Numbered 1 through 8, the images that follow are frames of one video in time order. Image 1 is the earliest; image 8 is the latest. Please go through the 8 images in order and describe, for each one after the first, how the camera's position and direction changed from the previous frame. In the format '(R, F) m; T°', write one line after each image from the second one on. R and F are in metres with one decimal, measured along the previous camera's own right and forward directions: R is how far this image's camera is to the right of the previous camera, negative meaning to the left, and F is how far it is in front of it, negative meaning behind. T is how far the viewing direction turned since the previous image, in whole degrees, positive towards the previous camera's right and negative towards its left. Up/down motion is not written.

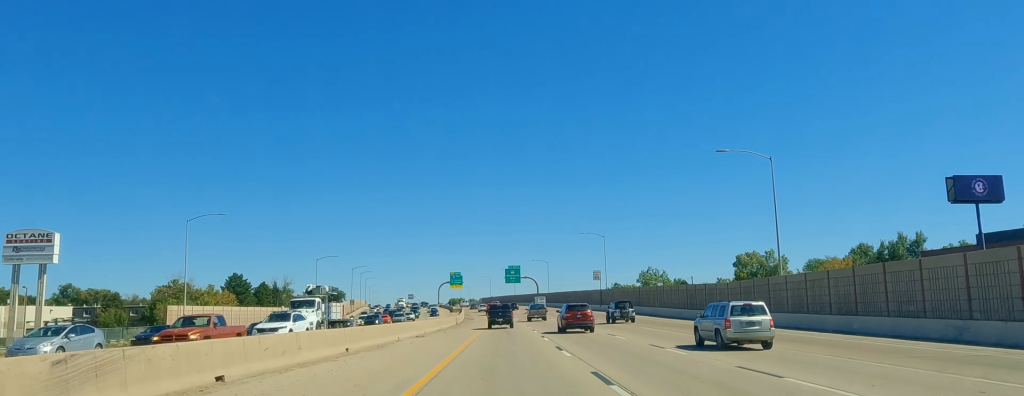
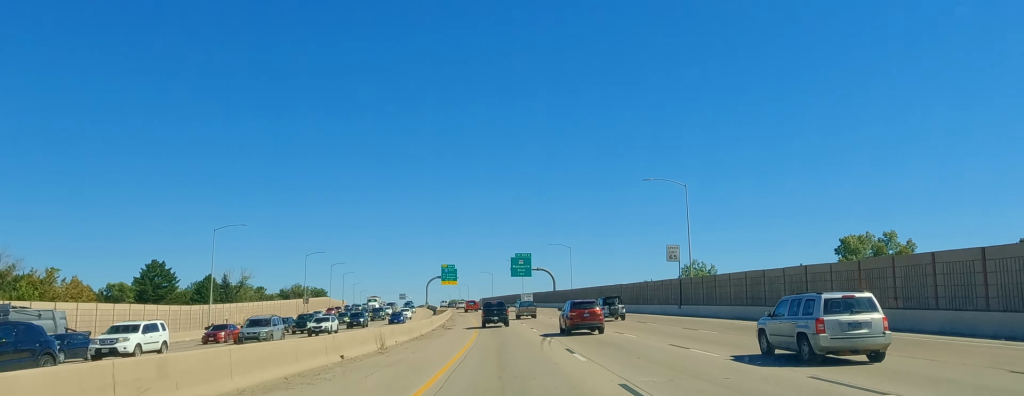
(-0.6, +50.7) m; -2°
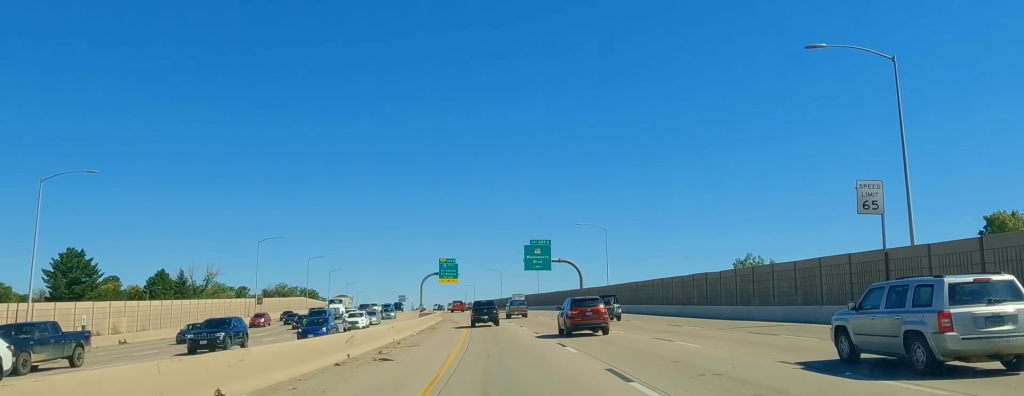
(-0.7, +34.5) m; -1°
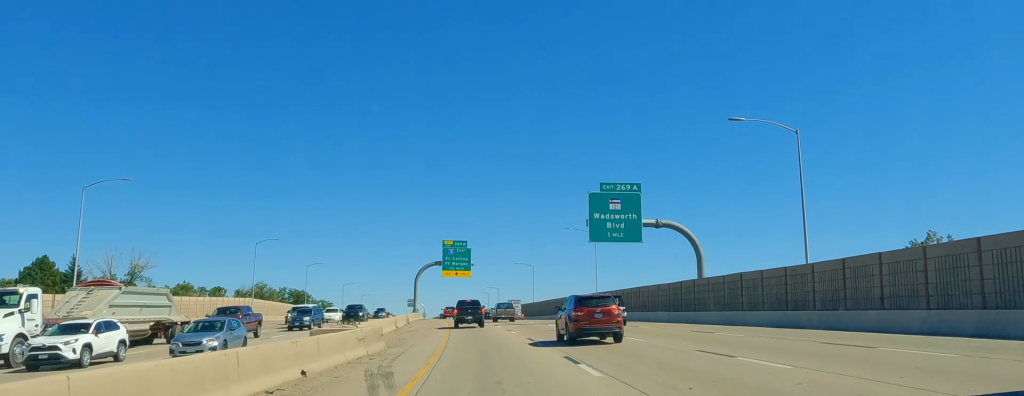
(-1.1, +55.1) m; -2°
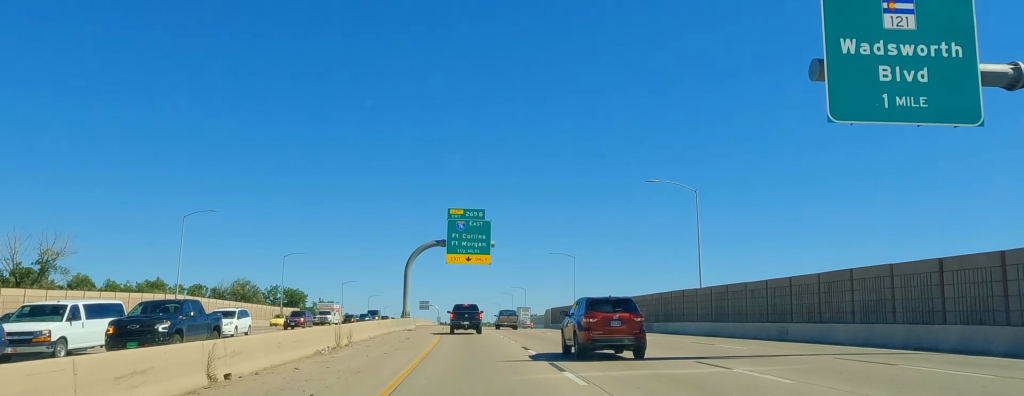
(-0.2, +37.2) m; -1°
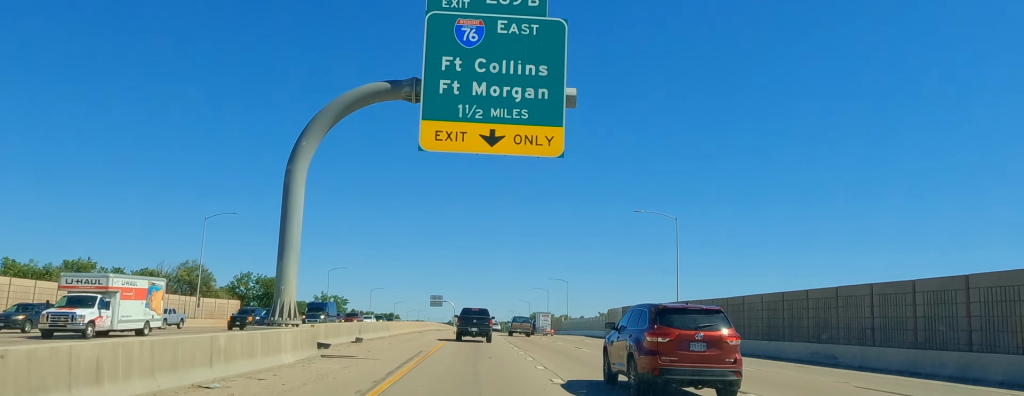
(-1.1, +47.8) m; -2°
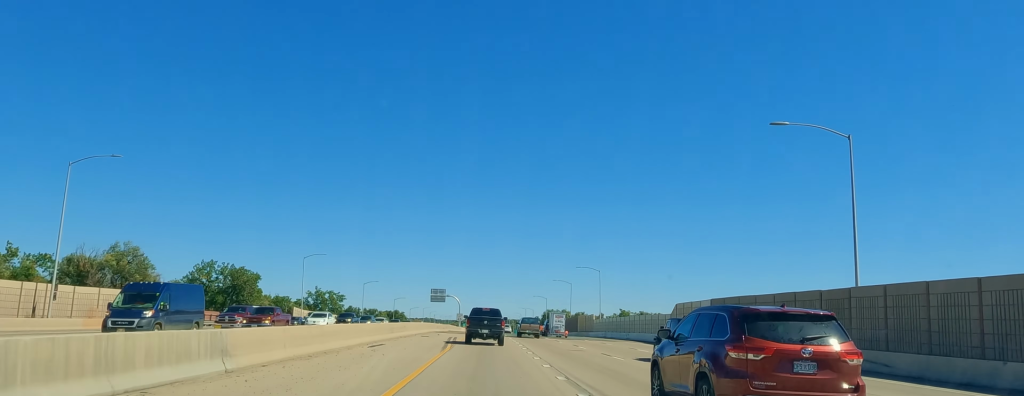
(-0.3, +29.4) m; -1°
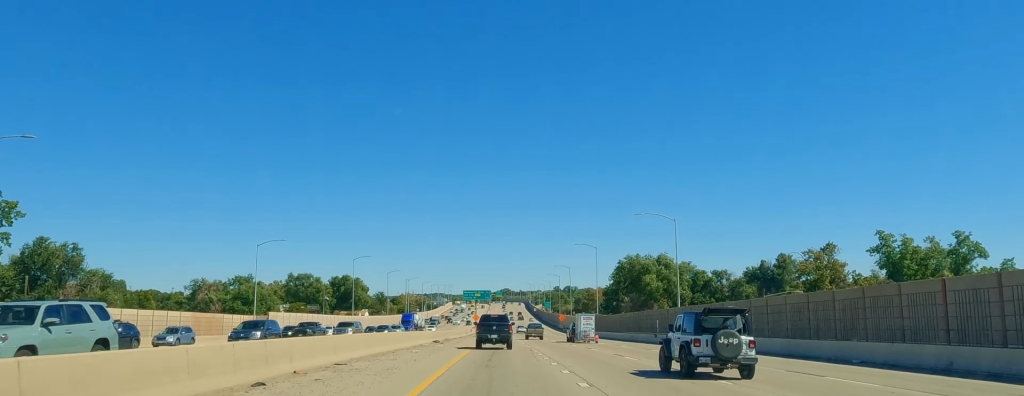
(+2.6, +205.9) m; +1°
